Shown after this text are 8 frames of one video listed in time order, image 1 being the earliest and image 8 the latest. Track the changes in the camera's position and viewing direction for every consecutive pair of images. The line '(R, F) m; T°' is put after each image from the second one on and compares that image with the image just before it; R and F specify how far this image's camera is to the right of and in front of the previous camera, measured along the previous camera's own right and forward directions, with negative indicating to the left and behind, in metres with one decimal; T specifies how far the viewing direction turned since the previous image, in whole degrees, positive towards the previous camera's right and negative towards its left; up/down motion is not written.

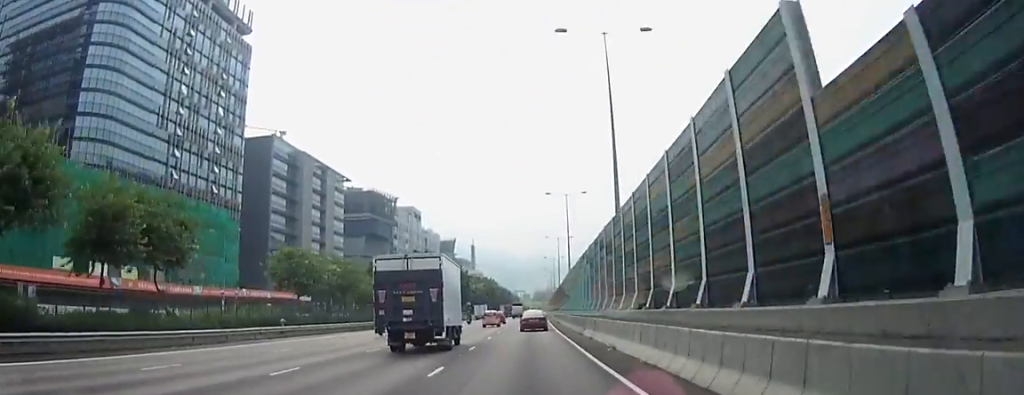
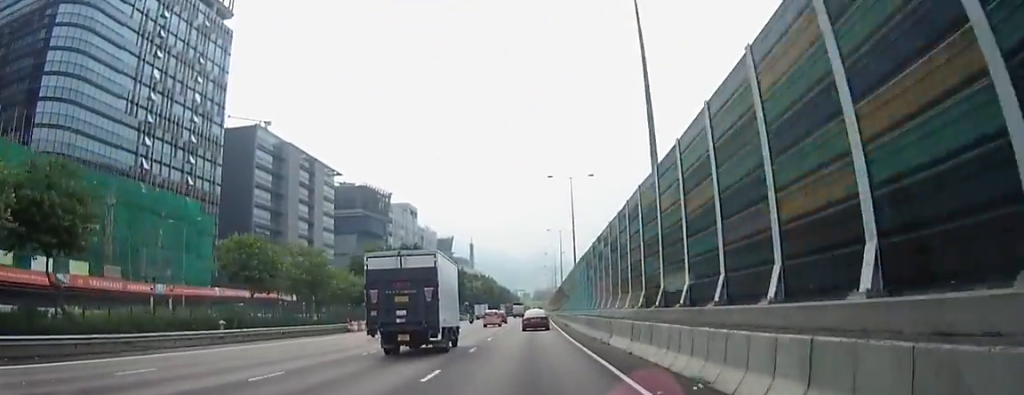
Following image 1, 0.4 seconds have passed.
(-0.1, +10.1) m; 0°
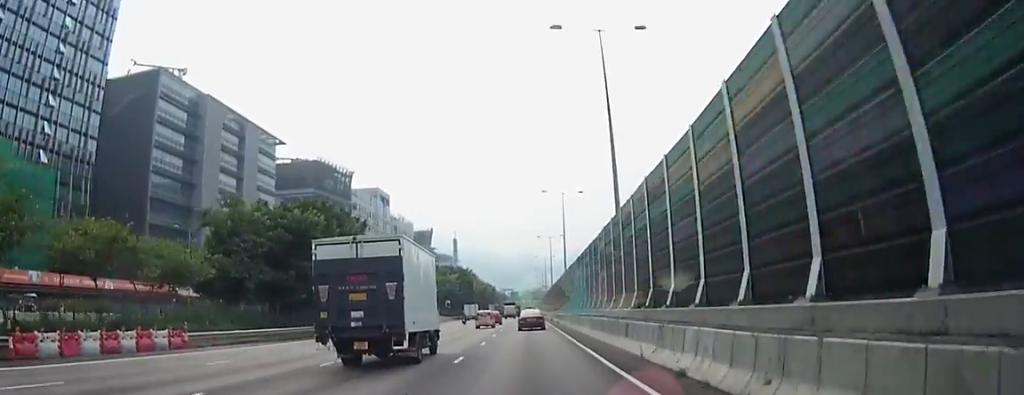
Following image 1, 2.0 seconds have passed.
(+0.4, +40.3) m; +1°
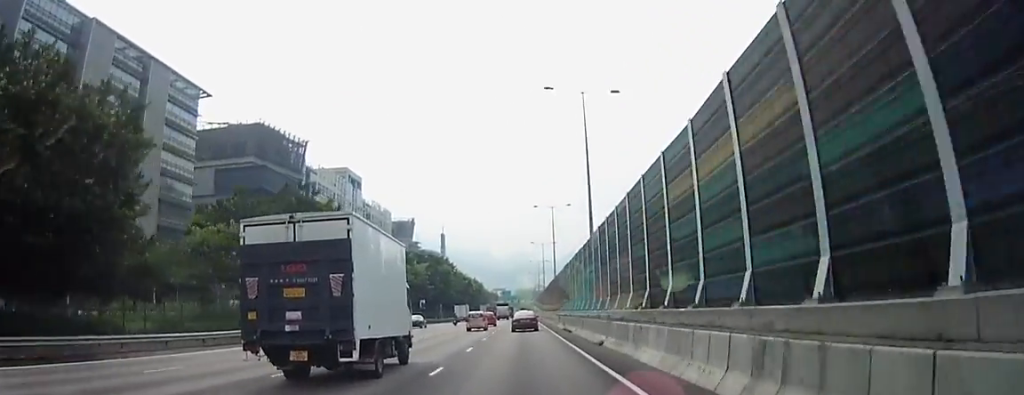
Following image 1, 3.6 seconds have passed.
(+0.1, +39.6) m; 0°
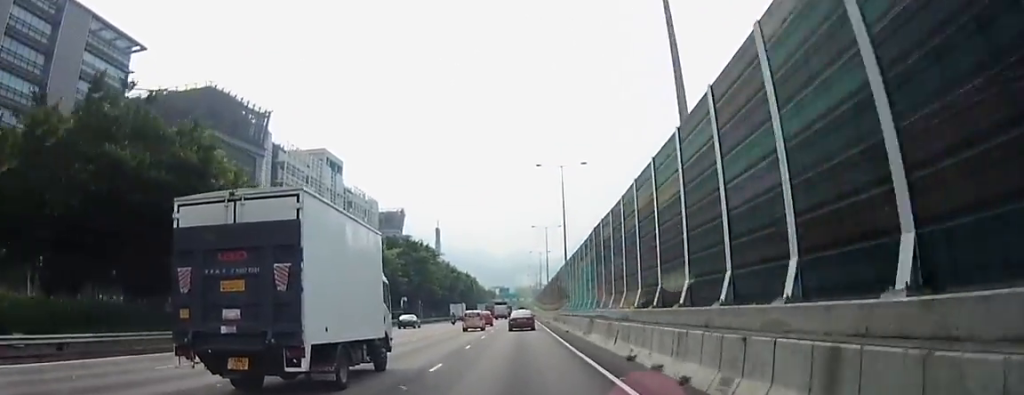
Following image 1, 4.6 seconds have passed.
(0.0, +26.3) m; 0°
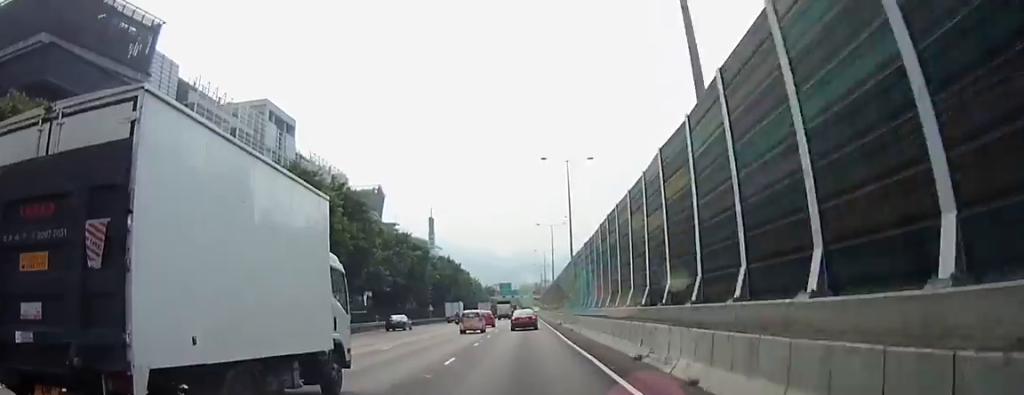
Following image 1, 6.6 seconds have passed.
(-0.1, +51.8) m; 0°
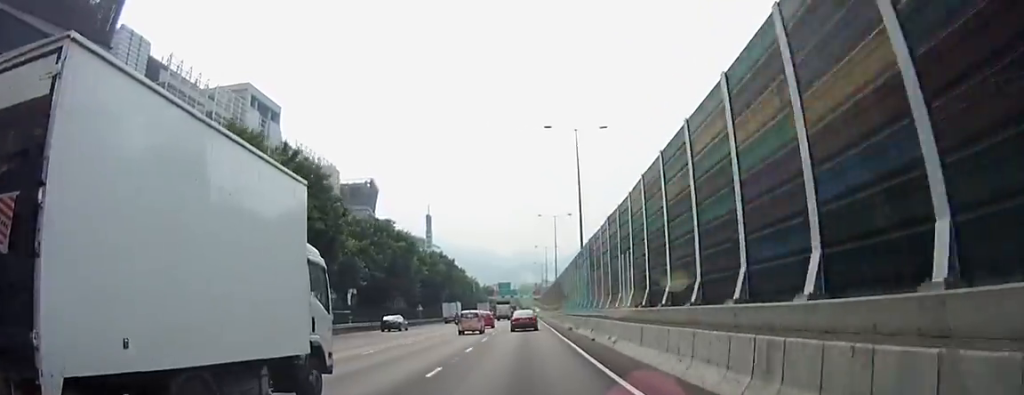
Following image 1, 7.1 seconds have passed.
(+0.1, +11.9) m; 0°
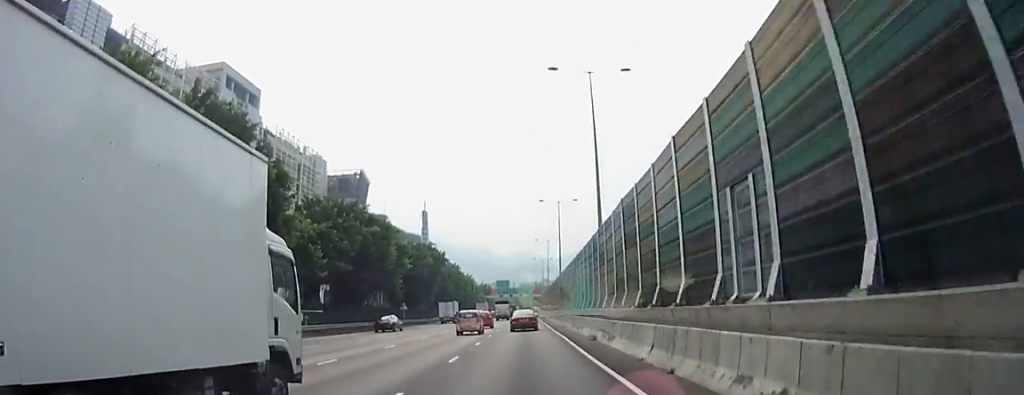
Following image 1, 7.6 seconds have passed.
(0.0, +13.5) m; 0°
